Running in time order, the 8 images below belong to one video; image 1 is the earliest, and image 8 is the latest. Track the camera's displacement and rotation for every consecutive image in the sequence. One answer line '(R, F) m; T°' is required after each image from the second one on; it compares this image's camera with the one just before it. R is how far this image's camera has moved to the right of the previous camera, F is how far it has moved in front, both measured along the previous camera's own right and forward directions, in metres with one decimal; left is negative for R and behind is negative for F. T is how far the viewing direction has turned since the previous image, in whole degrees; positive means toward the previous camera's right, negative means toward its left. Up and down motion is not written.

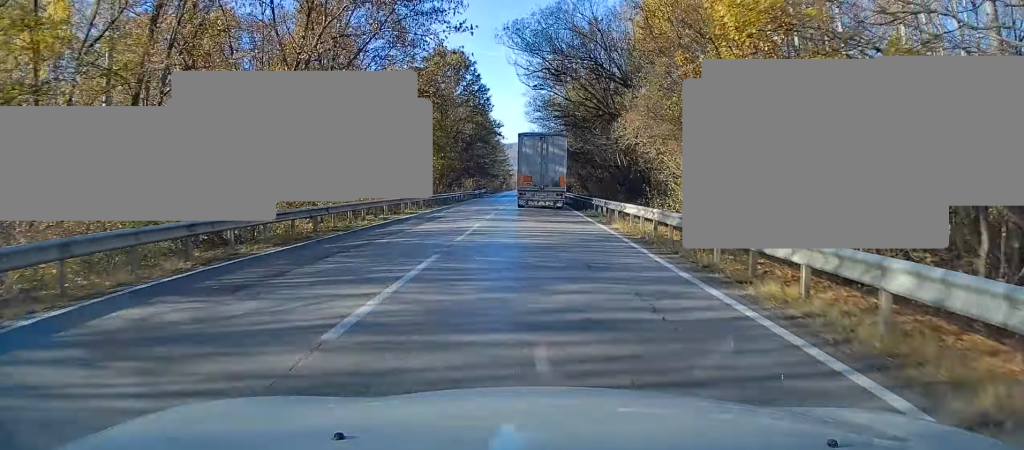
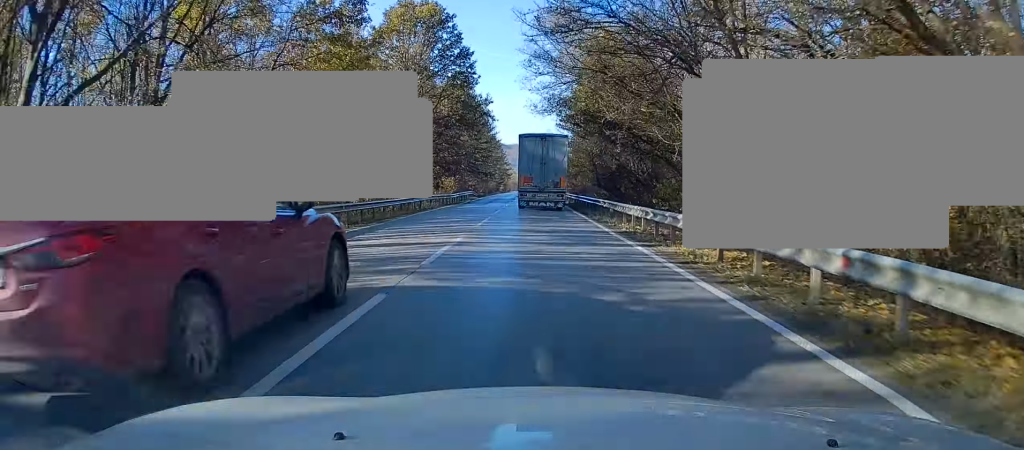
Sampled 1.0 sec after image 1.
(-0.1, +22.0) m; 0°
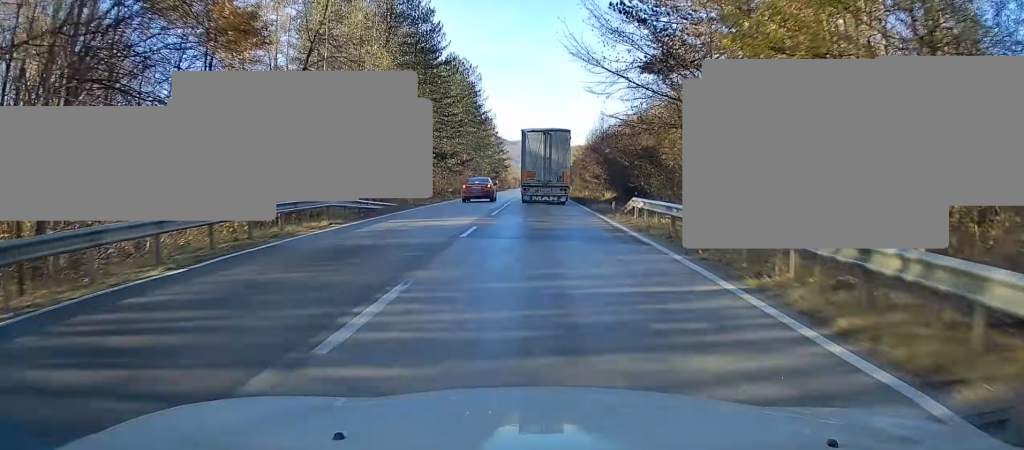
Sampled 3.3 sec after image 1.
(-0.1, +52.0) m; 0°
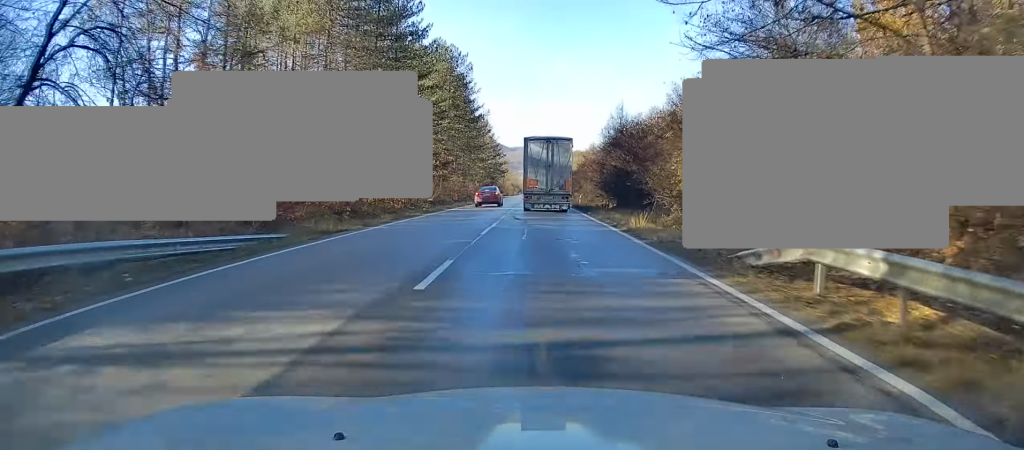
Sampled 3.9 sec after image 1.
(+0.1, +14.2) m; 0°
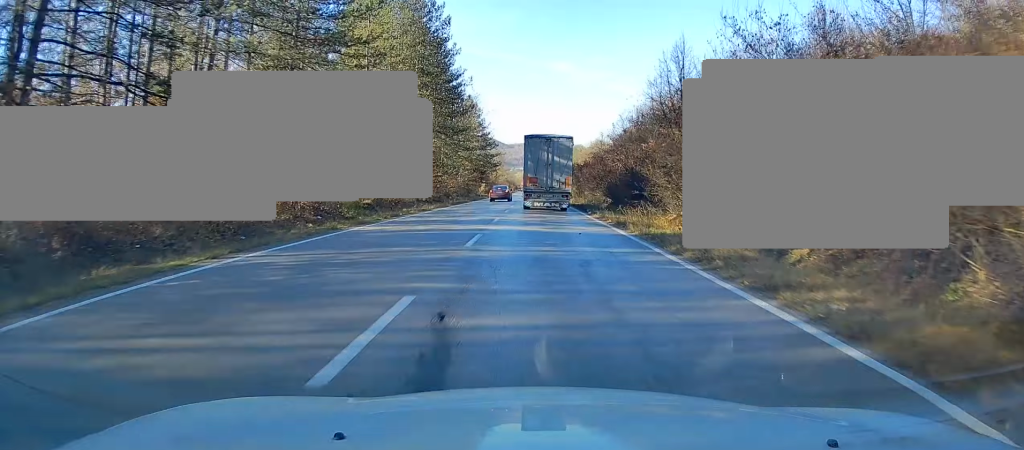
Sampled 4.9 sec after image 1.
(0.0, +21.8) m; -1°
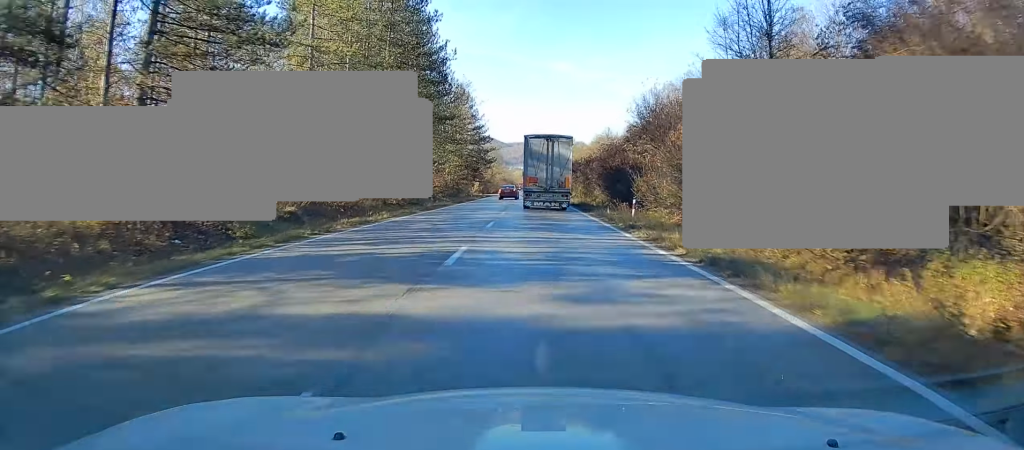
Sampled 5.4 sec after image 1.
(-0.3, +12.1) m; 0°
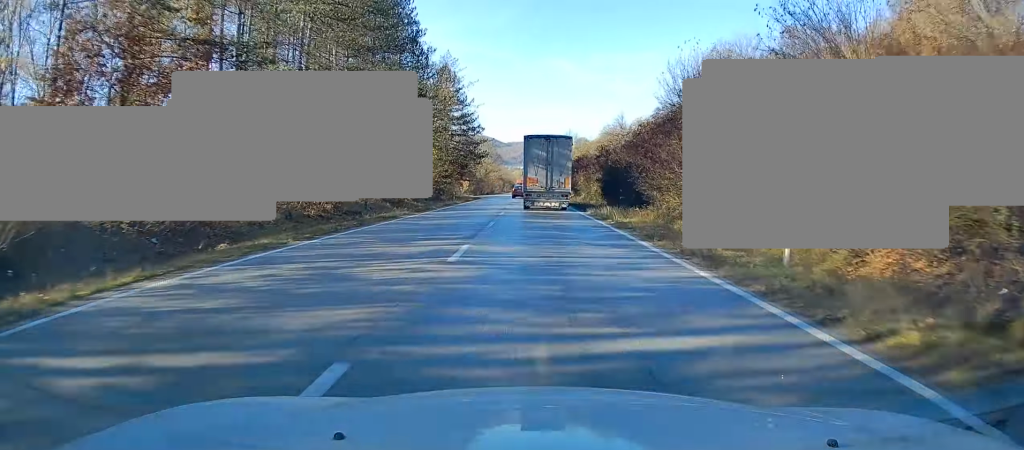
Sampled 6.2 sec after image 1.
(+0.1, +17.2) m; 0°
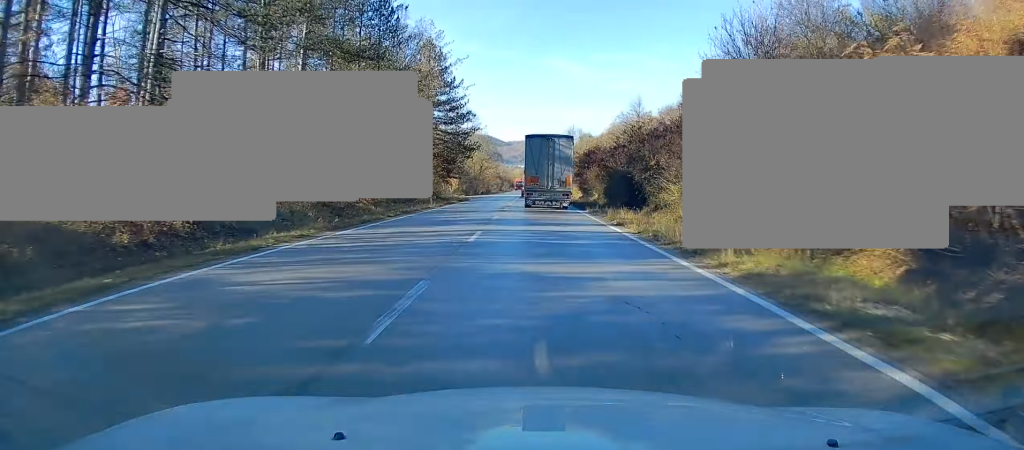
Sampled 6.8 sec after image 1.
(+0.1, +14.1) m; 0°
